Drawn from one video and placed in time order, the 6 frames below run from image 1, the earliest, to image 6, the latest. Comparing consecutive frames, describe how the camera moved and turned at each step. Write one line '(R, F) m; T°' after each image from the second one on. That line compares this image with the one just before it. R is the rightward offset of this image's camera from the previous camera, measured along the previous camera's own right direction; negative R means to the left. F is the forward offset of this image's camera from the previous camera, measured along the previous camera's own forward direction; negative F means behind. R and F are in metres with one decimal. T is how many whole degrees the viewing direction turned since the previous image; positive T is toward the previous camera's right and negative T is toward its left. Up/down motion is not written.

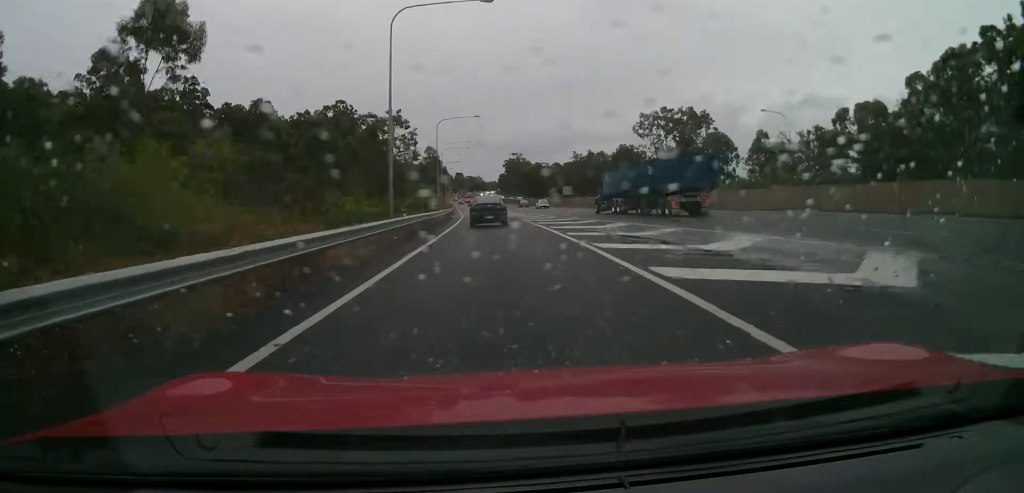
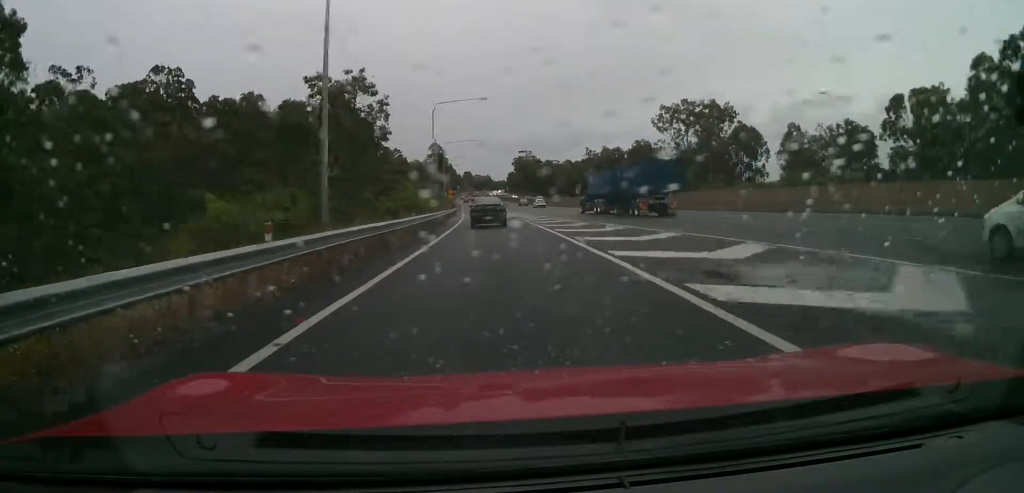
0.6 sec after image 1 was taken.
(0.0, +13.7) m; 0°
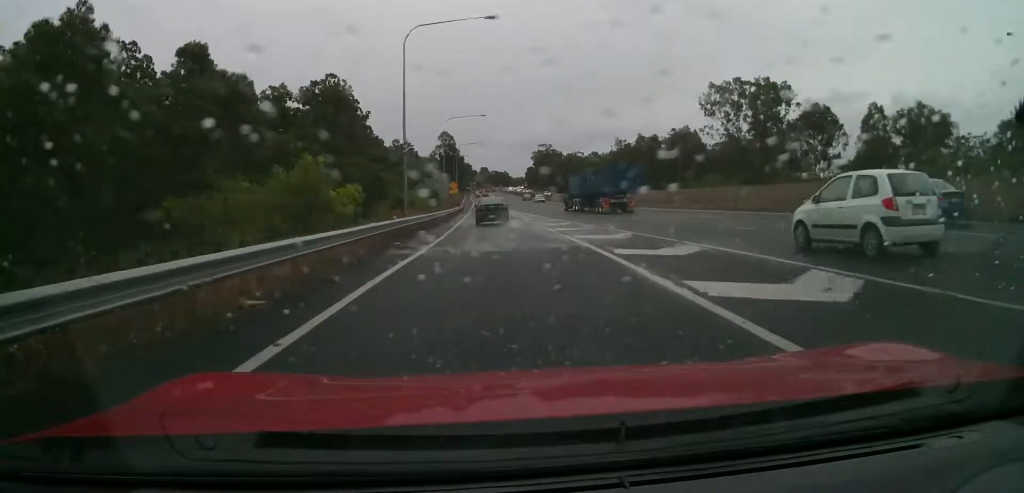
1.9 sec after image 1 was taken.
(-0.3, +28.7) m; -3°
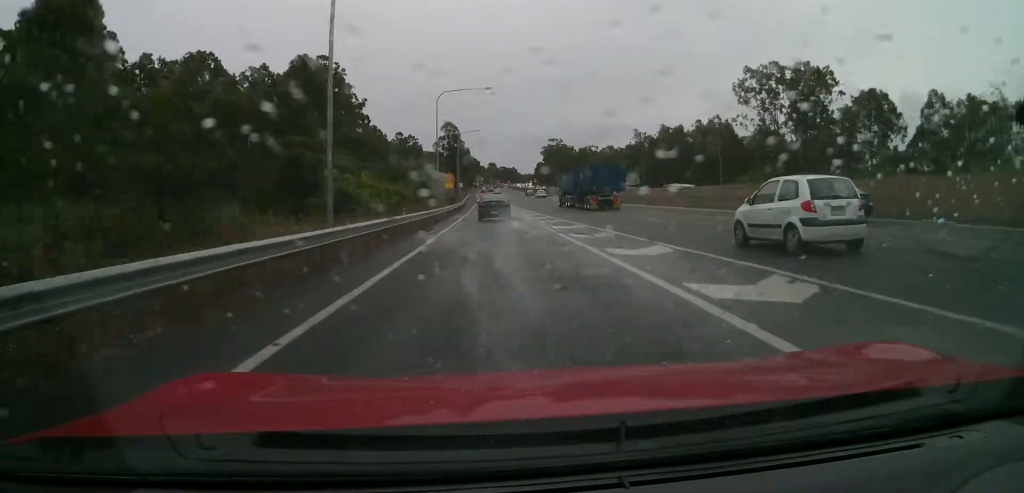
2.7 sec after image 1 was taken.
(-0.4, +17.5) m; -2°
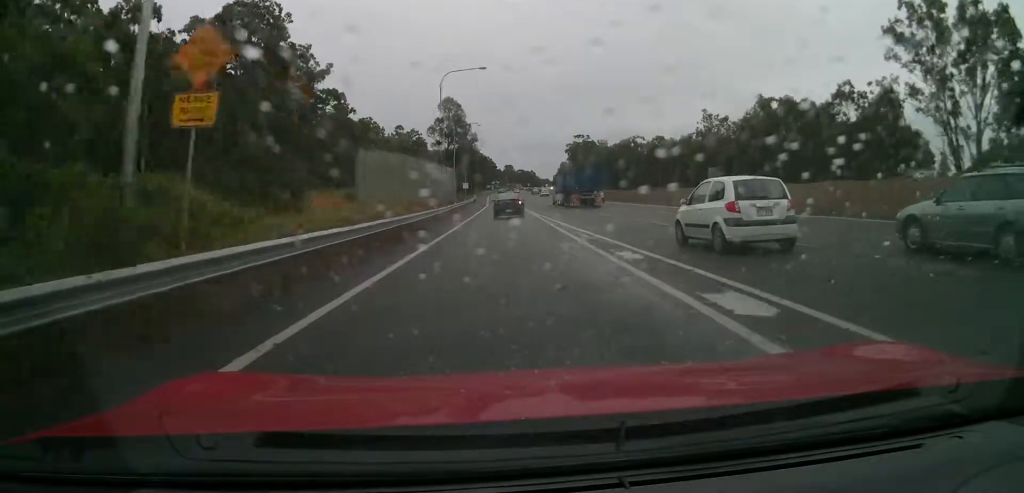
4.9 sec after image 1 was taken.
(-0.9, +53.5) m; -1°
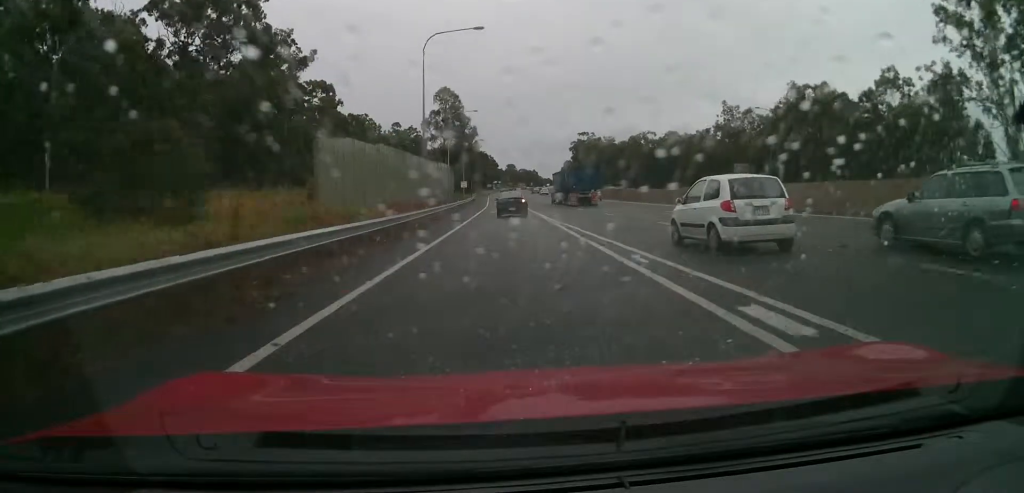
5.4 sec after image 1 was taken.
(0.0, +12.7) m; 0°
